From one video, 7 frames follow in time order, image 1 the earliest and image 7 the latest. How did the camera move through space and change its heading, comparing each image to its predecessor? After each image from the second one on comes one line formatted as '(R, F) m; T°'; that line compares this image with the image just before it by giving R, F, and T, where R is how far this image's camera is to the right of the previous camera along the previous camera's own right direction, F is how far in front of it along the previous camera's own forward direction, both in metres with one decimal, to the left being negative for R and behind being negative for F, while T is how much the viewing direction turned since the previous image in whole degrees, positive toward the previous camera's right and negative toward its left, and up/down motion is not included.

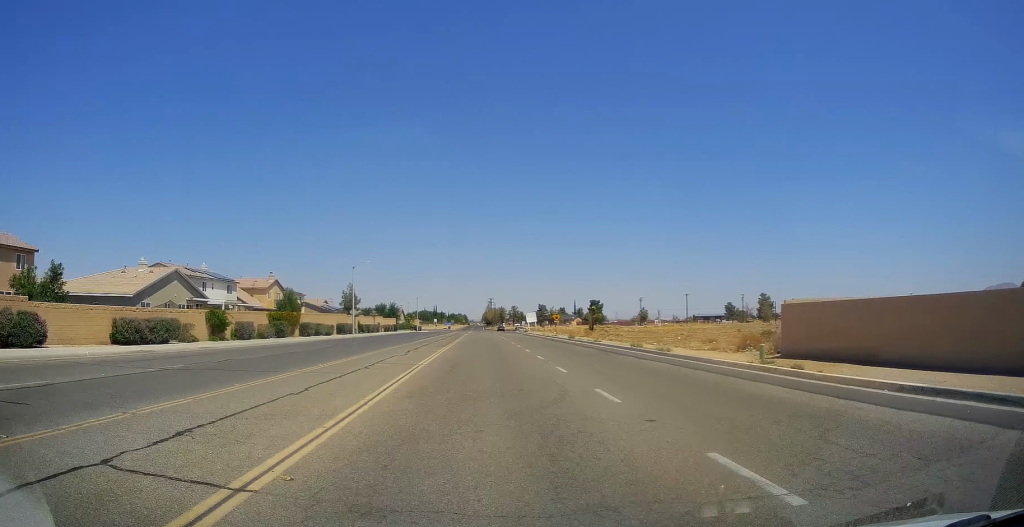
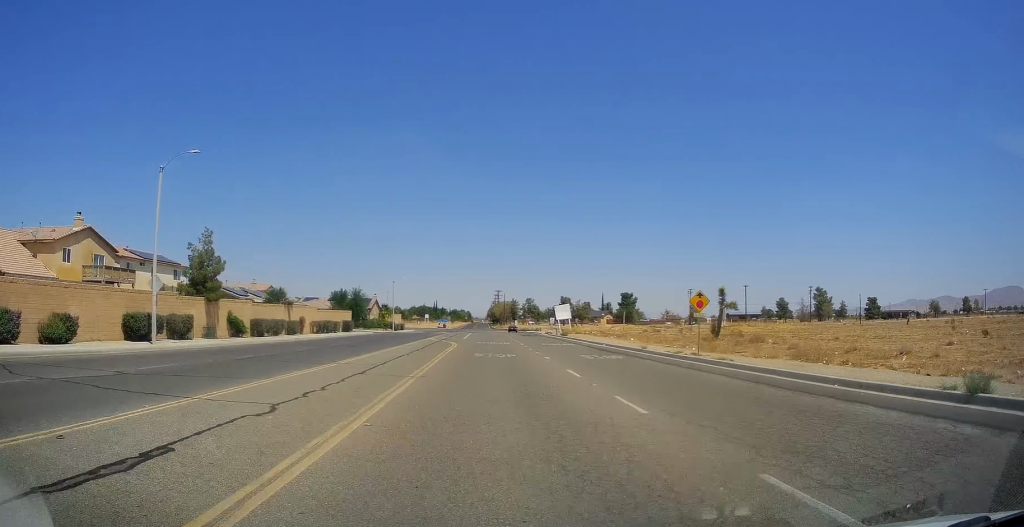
(0.0, +51.4) m; 0°
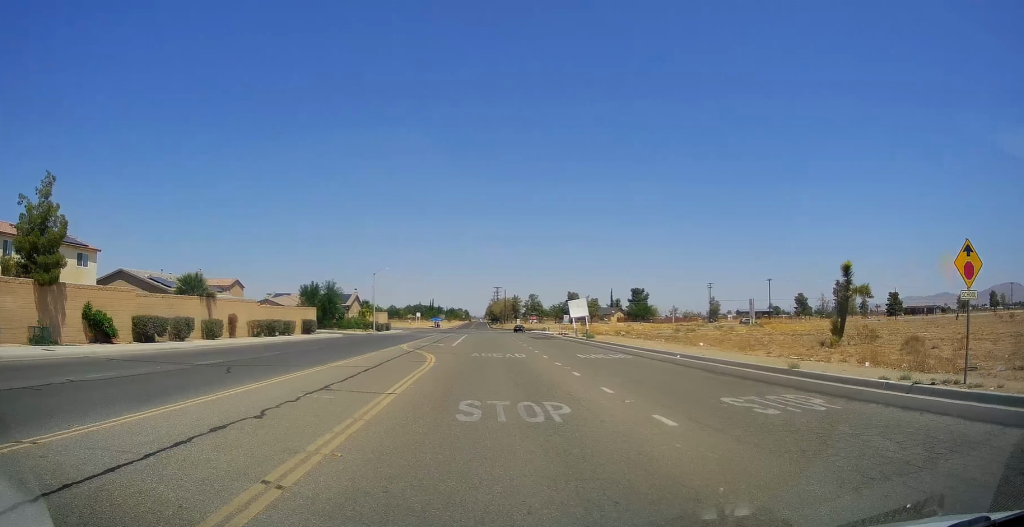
(0.0, +19.2) m; 0°
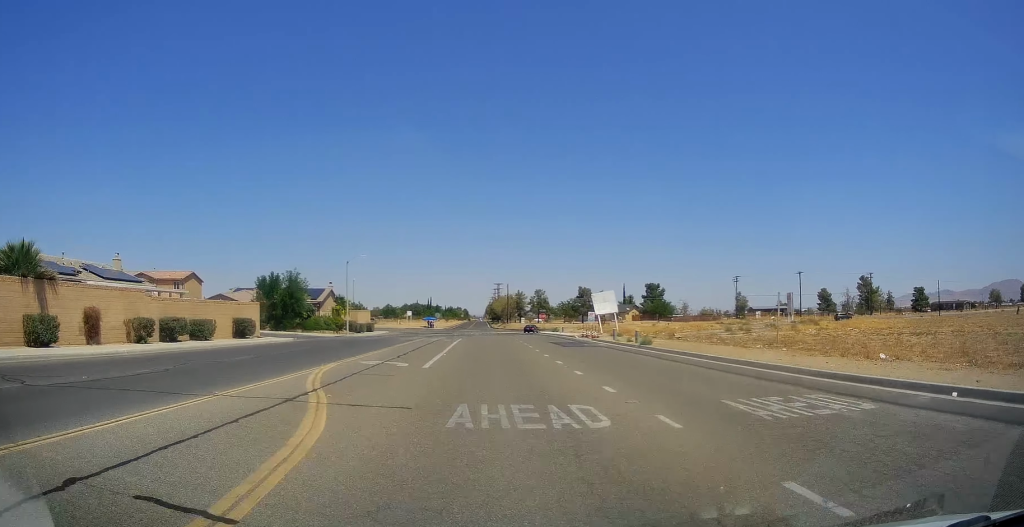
(0.0, +18.0) m; 0°
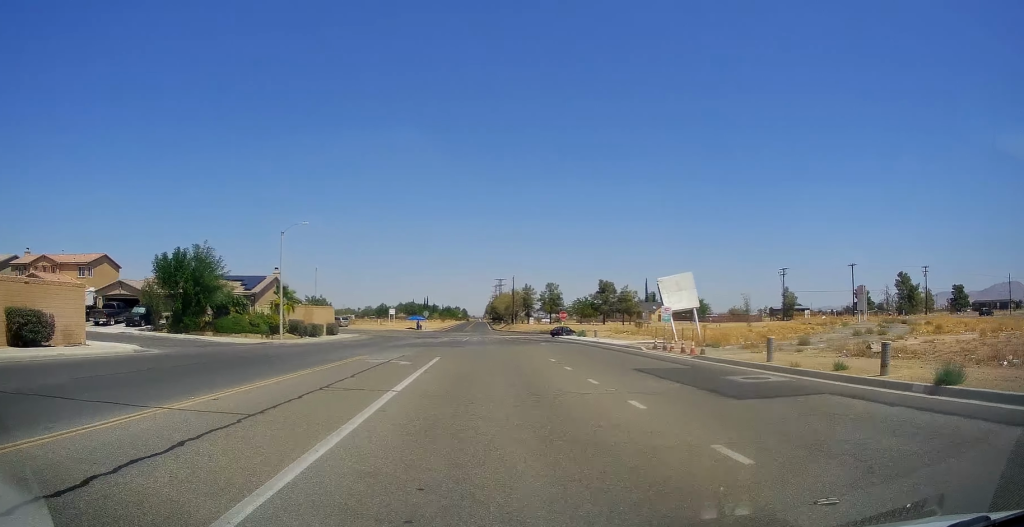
(0.0, +26.6) m; 0°
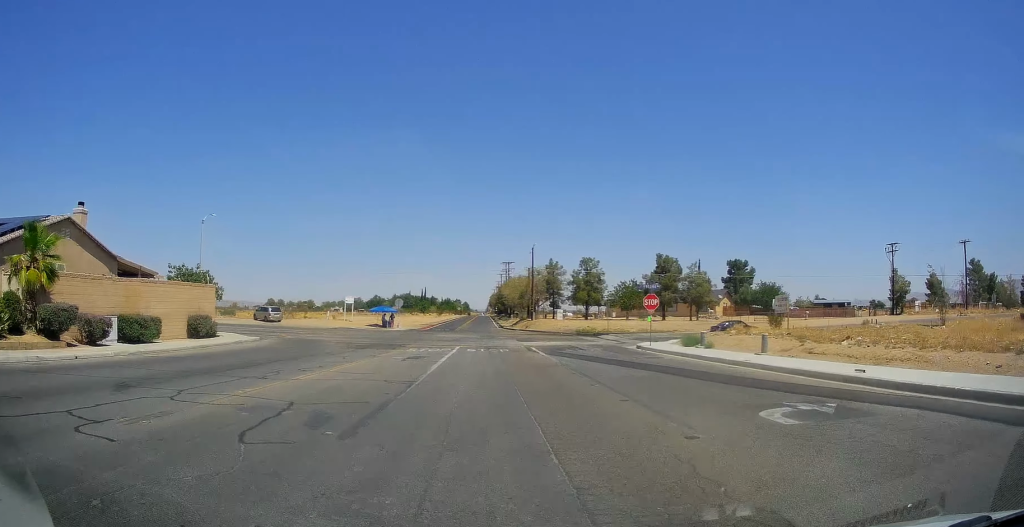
(0.0, +37.5) m; 0°
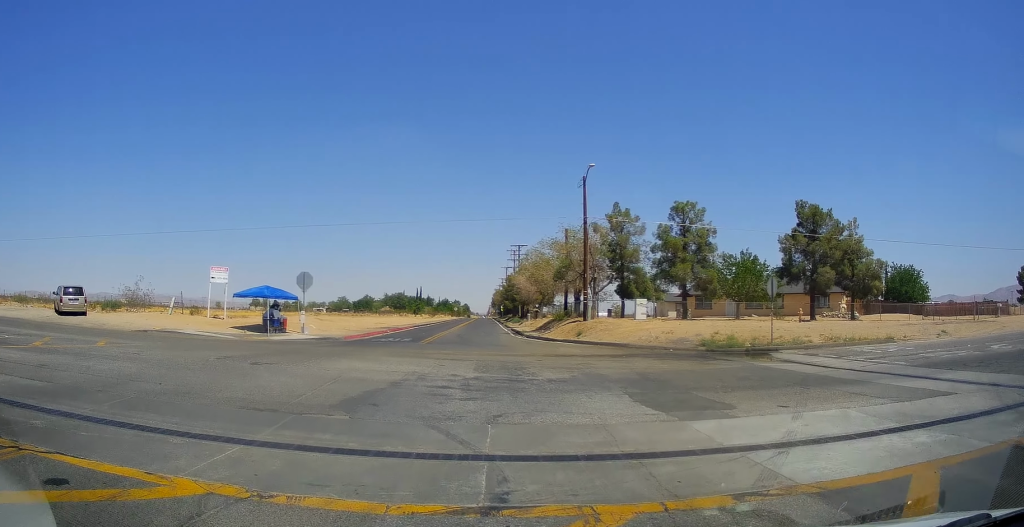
(+0.6, +46.4) m; +2°
